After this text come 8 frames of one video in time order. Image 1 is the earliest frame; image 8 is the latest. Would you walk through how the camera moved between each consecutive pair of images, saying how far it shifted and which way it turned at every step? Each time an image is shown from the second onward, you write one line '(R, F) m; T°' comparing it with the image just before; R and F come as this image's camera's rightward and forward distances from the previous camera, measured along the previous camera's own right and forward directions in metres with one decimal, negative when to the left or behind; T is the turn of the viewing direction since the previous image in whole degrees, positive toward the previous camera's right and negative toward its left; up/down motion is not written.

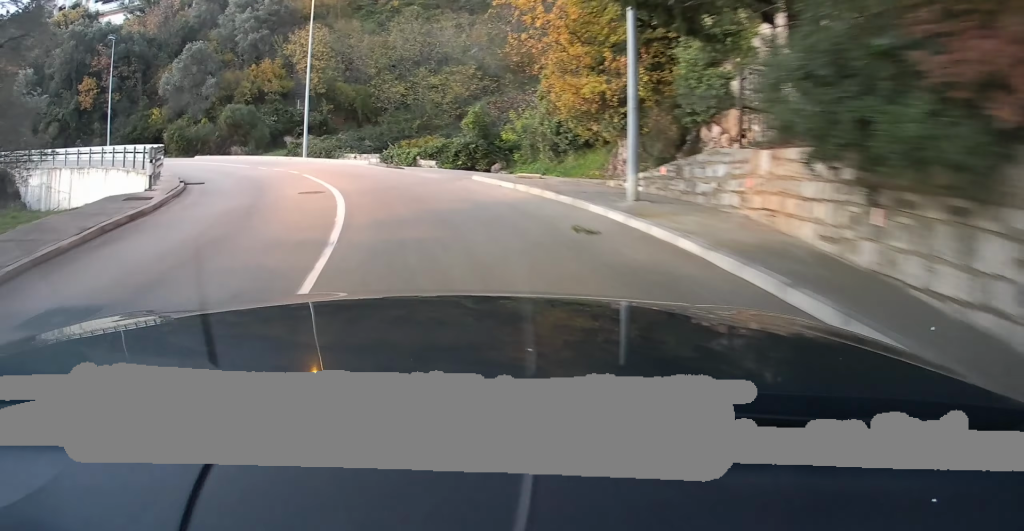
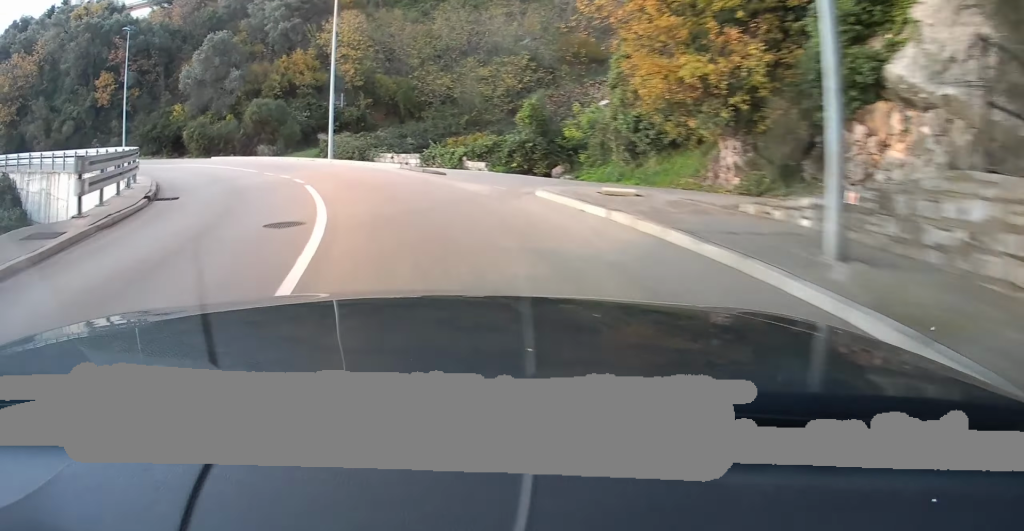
(0.0, +6.0) m; -3°
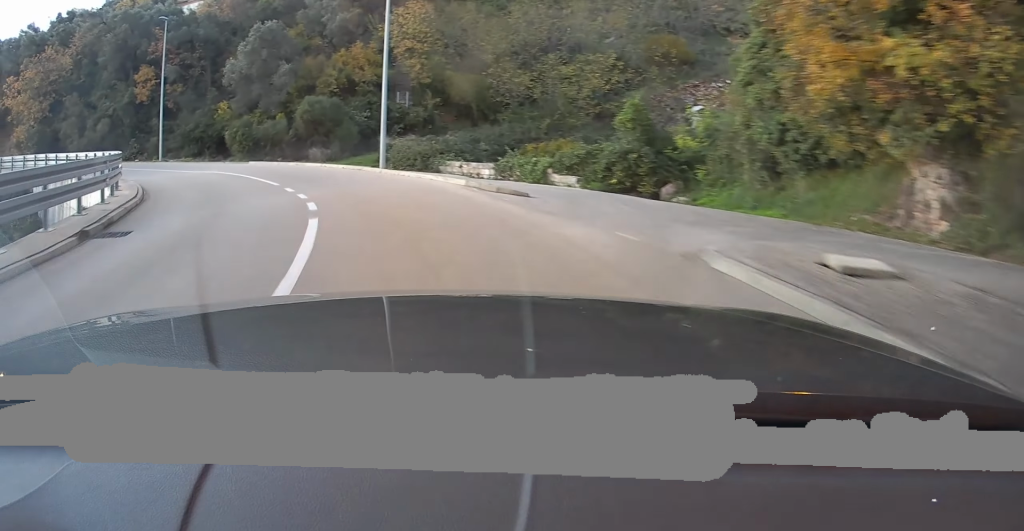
(-0.4, +6.0) m; -4°
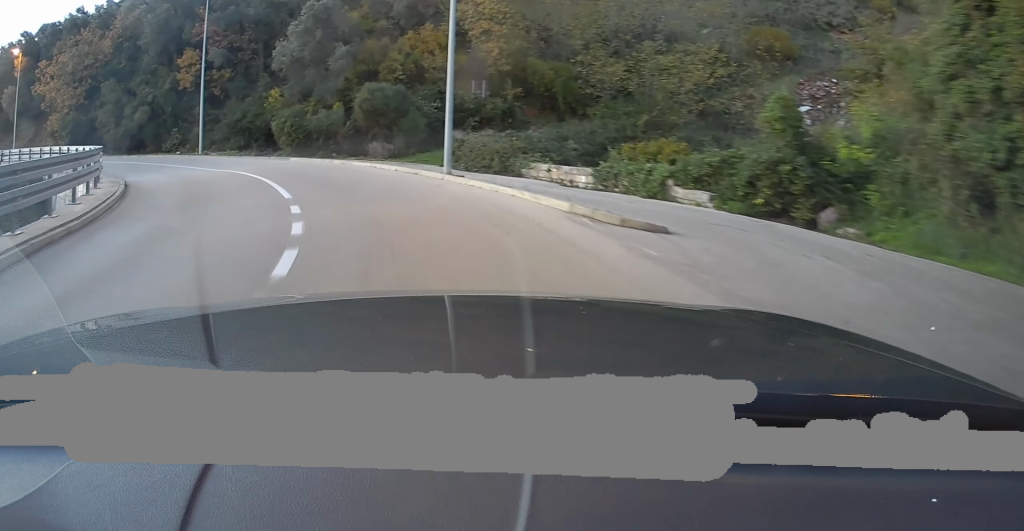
(-0.2, +6.1) m; -6°
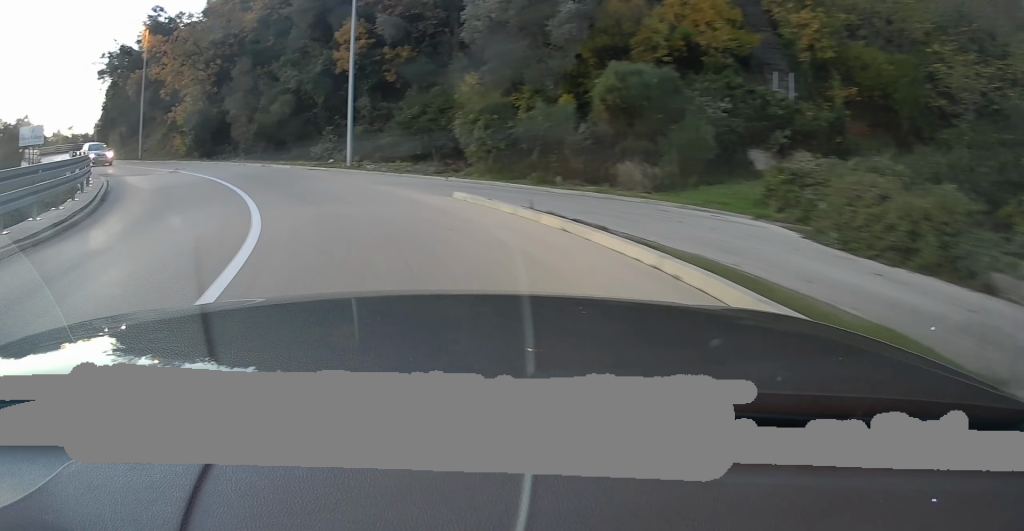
(-2.8, +15.1) m; -27°
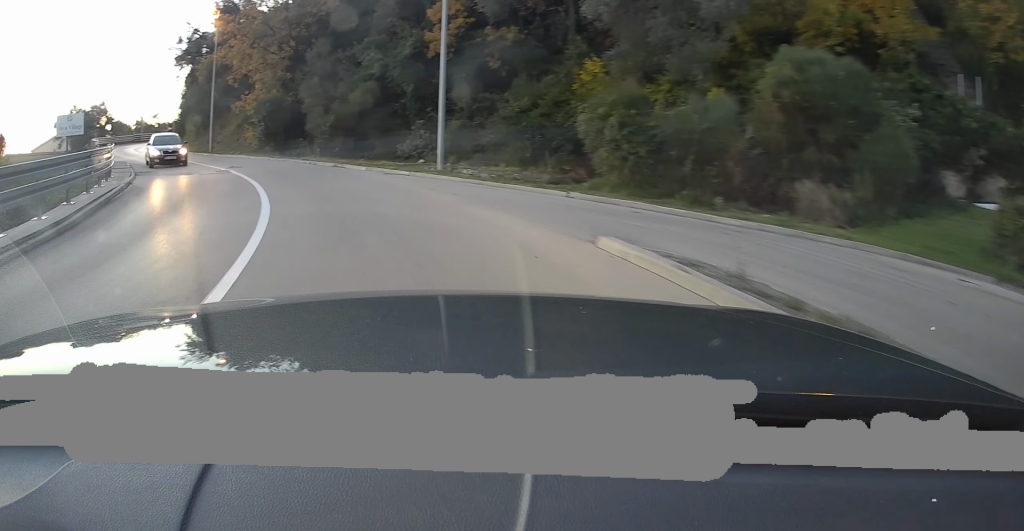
(-0.9, +5.8) m; -12°
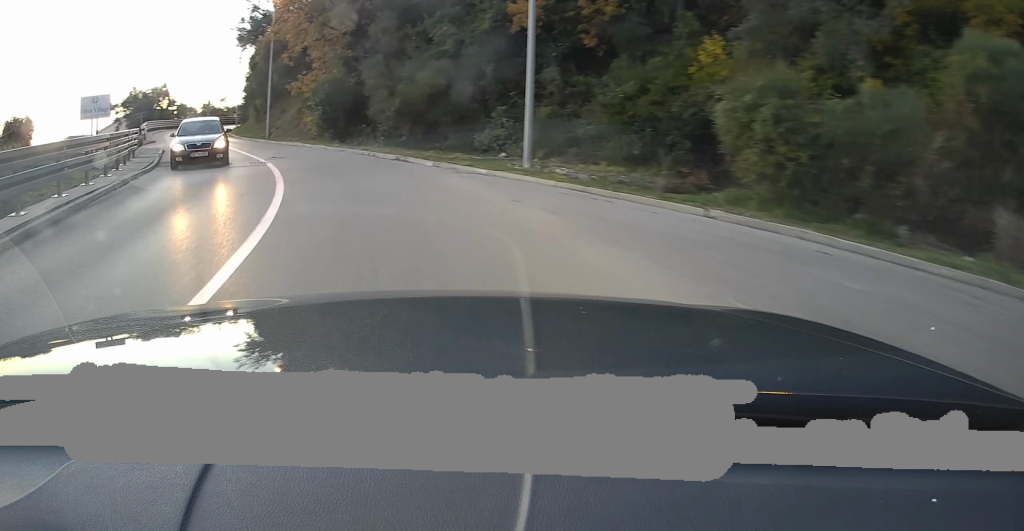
(-0.3, +4.6) m; -9°
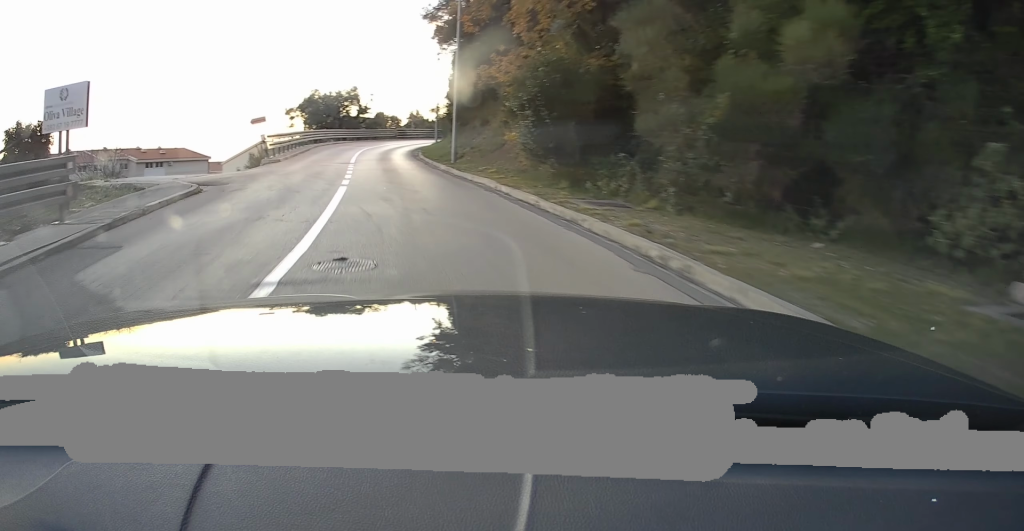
(-3.5, +16.3) m; -17°
